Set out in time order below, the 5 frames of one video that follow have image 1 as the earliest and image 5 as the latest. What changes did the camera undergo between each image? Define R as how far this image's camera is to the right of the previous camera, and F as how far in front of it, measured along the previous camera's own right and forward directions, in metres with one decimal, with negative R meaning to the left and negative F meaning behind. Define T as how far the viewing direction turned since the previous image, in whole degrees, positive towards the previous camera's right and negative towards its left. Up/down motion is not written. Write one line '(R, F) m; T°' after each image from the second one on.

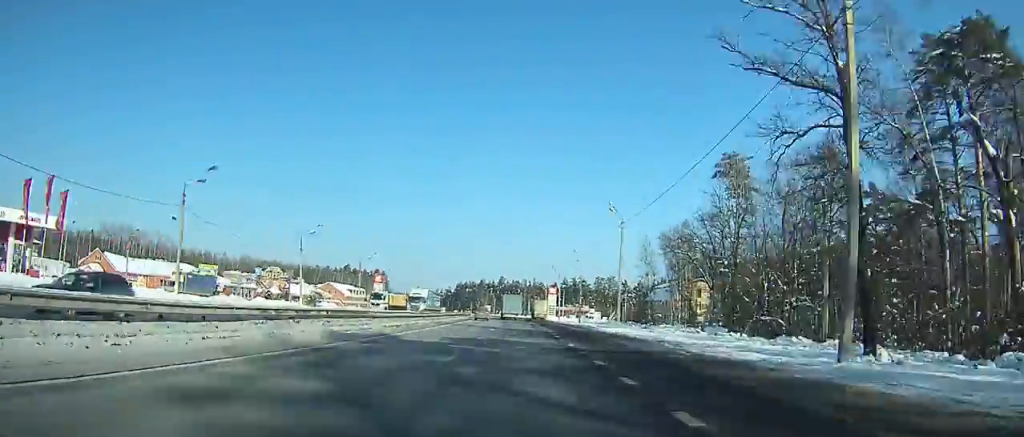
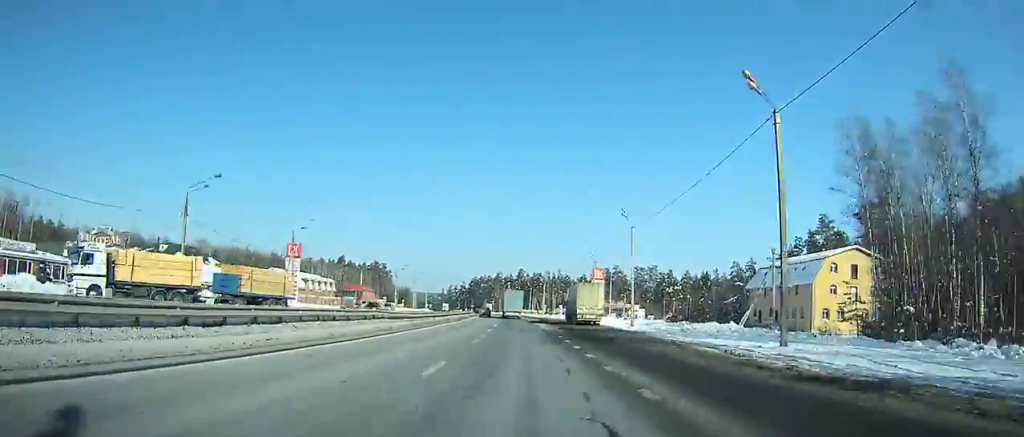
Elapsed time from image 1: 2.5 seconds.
(-1.1, +62.7) m; -2°
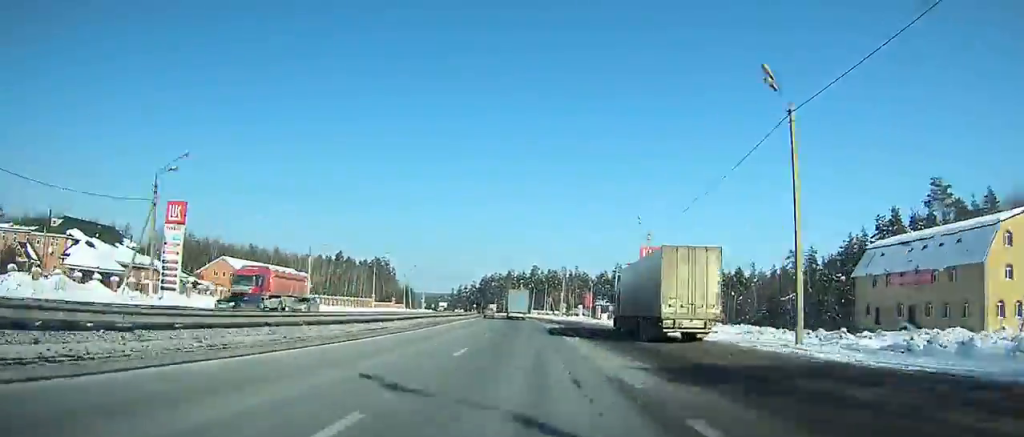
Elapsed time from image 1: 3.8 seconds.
(-0.6, +32.3) m; -1°
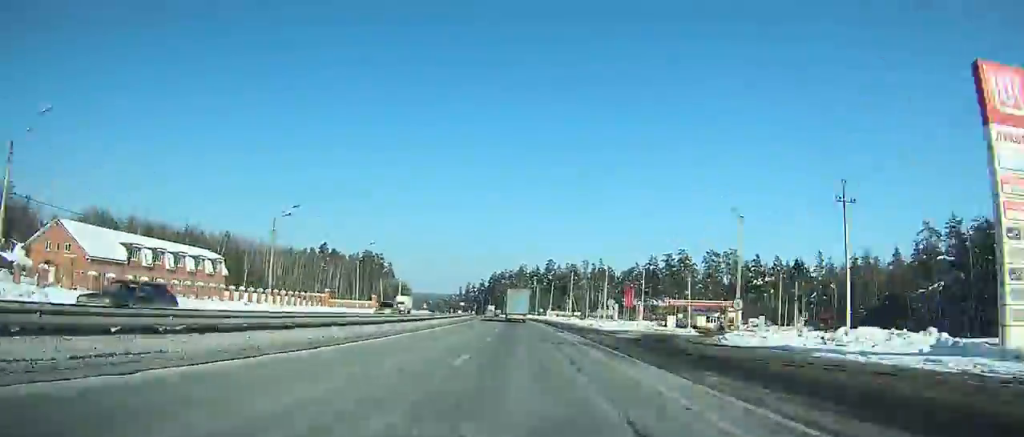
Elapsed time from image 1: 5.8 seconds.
(-0.5, +49.8) m; -1°
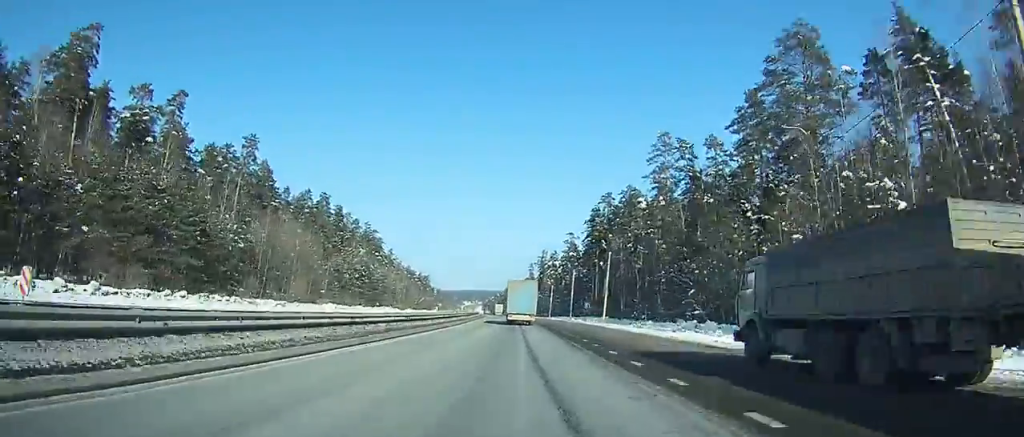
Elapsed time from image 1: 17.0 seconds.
(-19.8, +275.7) m; -8°
